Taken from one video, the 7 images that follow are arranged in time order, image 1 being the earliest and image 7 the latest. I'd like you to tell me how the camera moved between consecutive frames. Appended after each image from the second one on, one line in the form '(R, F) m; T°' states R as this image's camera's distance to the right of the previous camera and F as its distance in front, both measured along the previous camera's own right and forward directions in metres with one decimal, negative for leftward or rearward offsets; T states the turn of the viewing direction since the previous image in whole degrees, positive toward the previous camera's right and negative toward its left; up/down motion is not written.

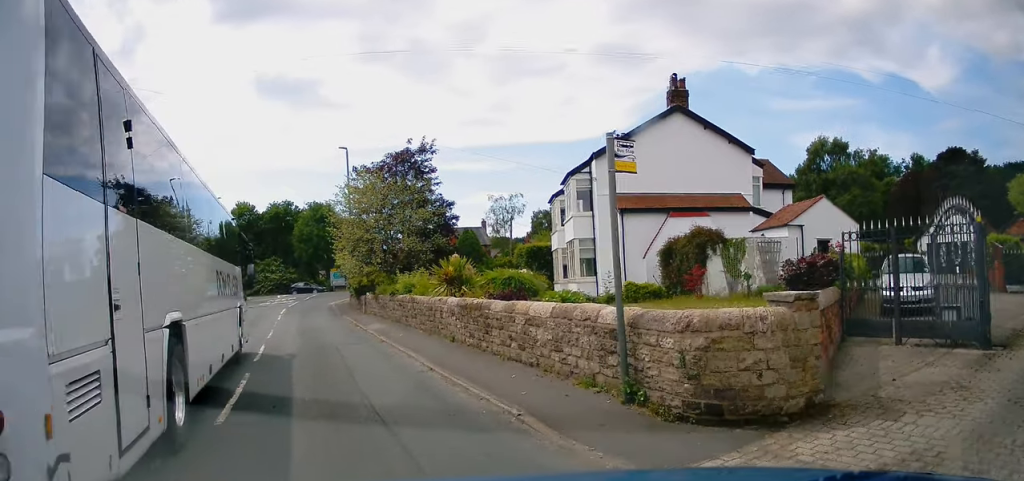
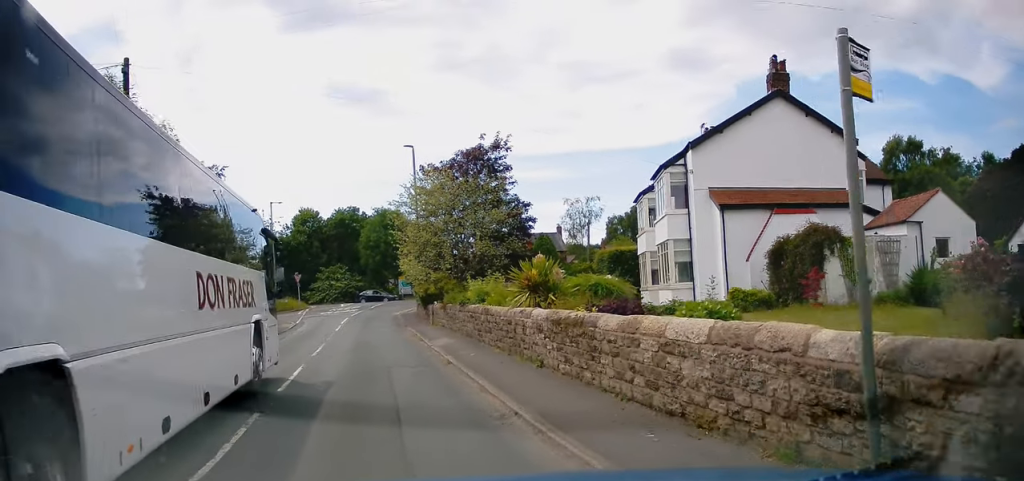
(0.0, +3.3) m; -1°
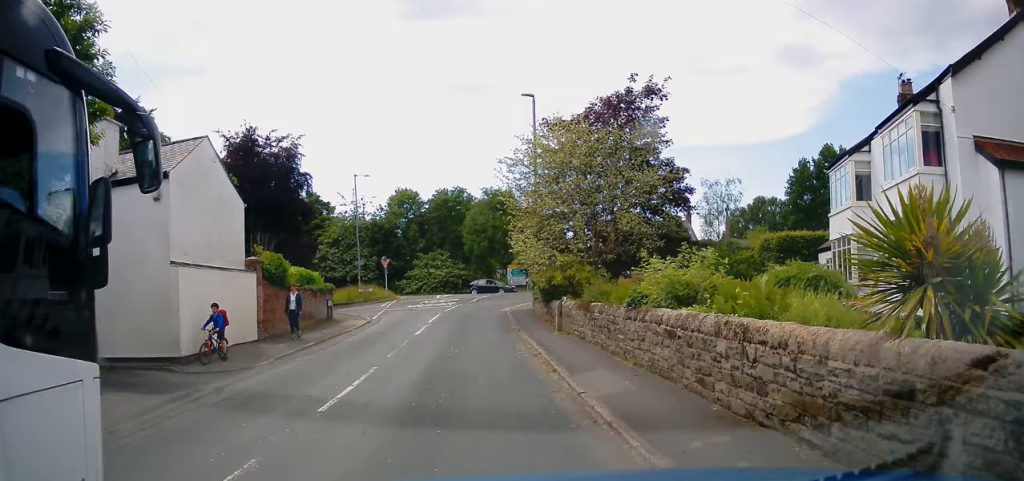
(-0.4, +8.8) m; -11°
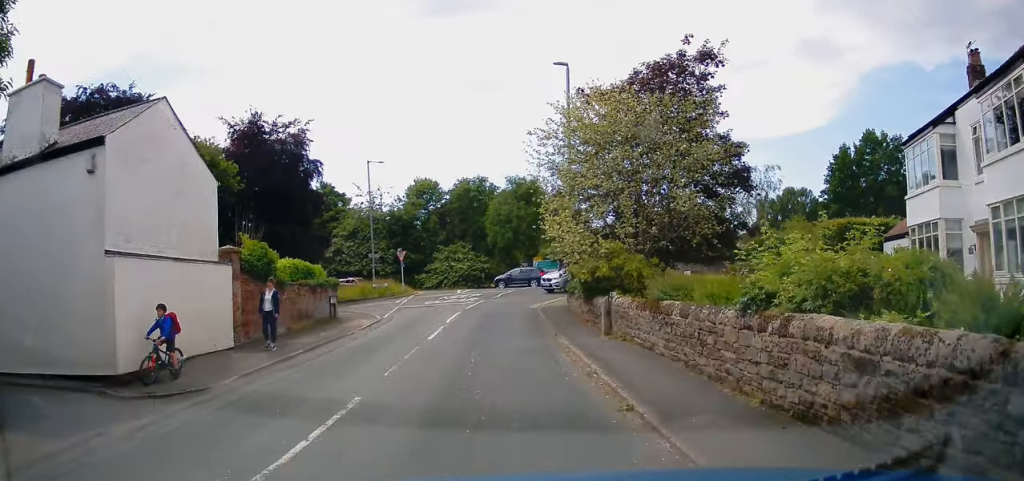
(-0.5, +3.7) m; -4°
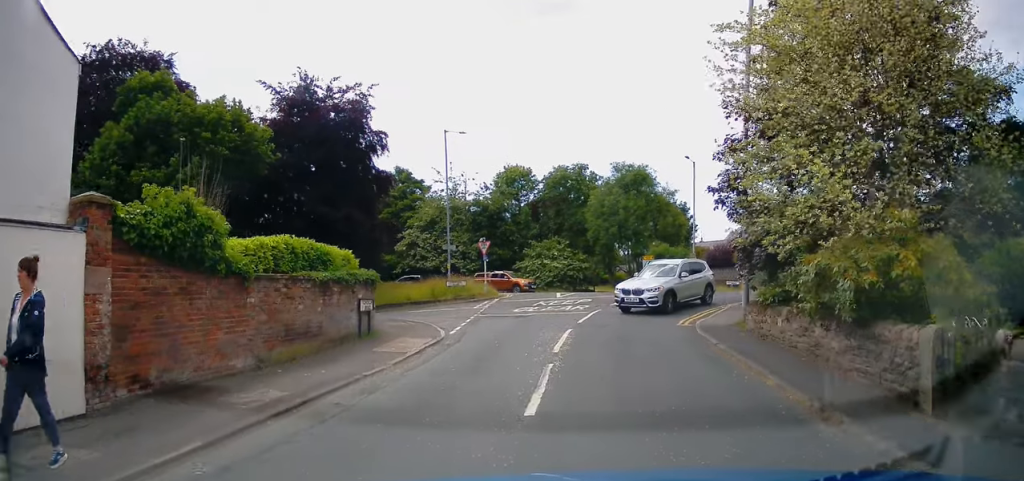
(-0.3, +9.1) m; -1°
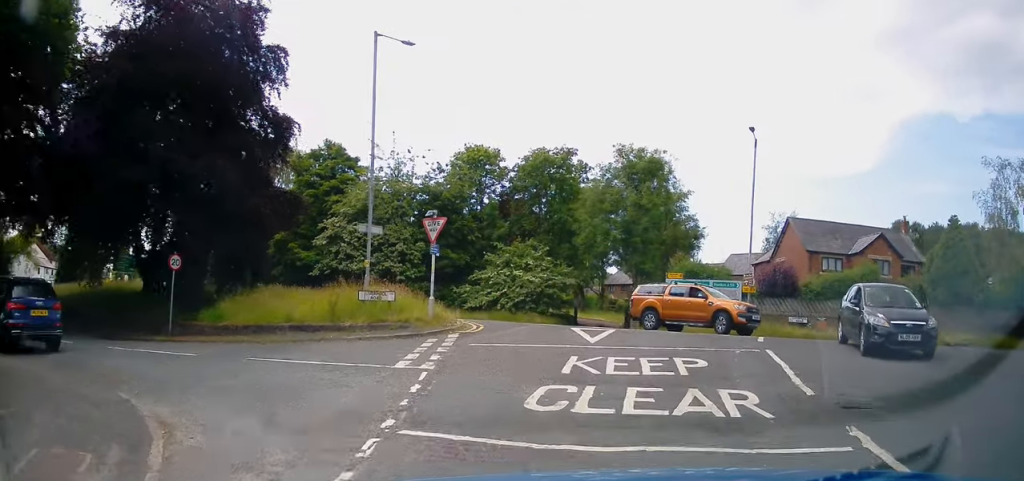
(+0.1, +15.4) m; +8°
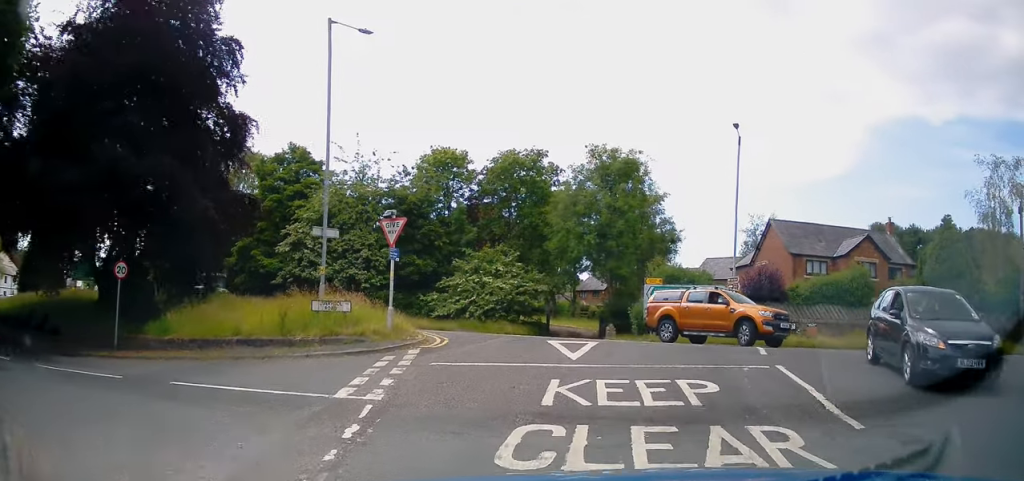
(+0.2, +1.9) m; +4°
